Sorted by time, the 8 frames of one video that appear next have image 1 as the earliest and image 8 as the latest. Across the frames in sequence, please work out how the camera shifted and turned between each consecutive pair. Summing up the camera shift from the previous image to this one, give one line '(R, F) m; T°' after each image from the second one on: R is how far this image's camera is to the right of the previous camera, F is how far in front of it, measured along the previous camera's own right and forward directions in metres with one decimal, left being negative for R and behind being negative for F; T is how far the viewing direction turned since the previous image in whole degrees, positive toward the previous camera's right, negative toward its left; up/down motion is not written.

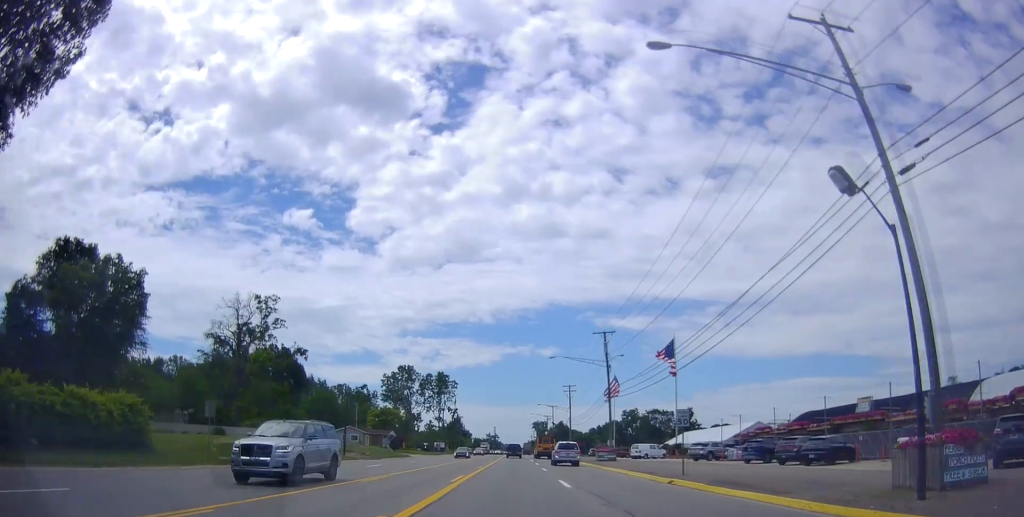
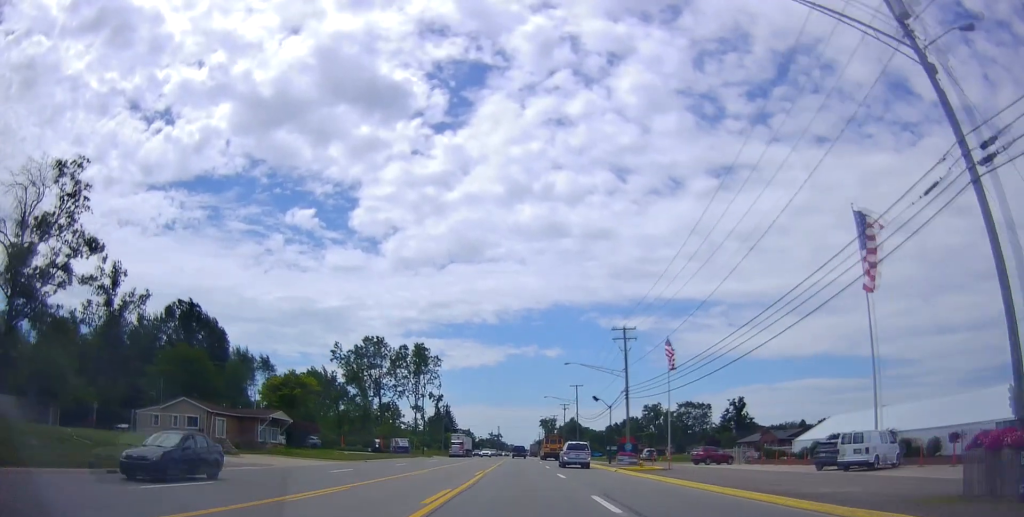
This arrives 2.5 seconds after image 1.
(+0.2, +53.2) m; +1°
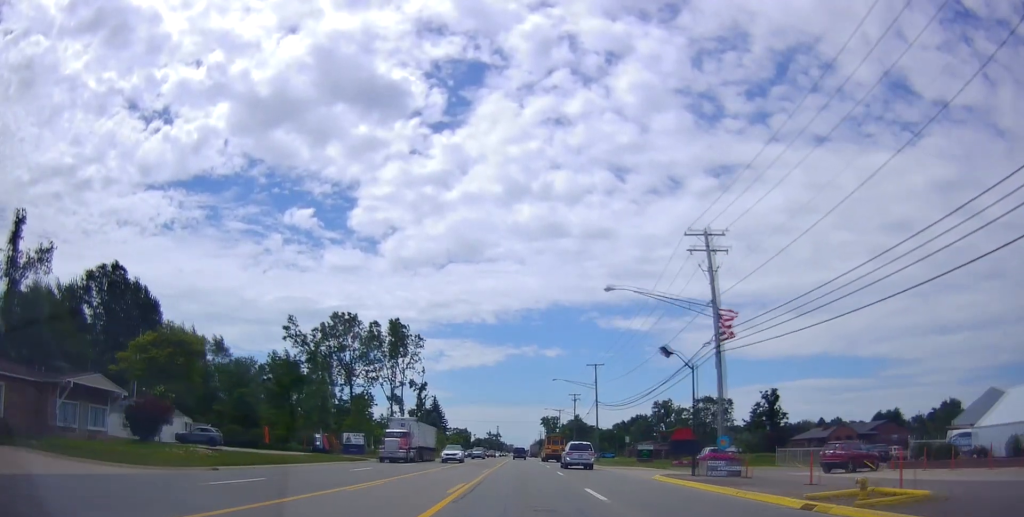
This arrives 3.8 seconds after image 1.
(-0.4, +26.7) m; 0°
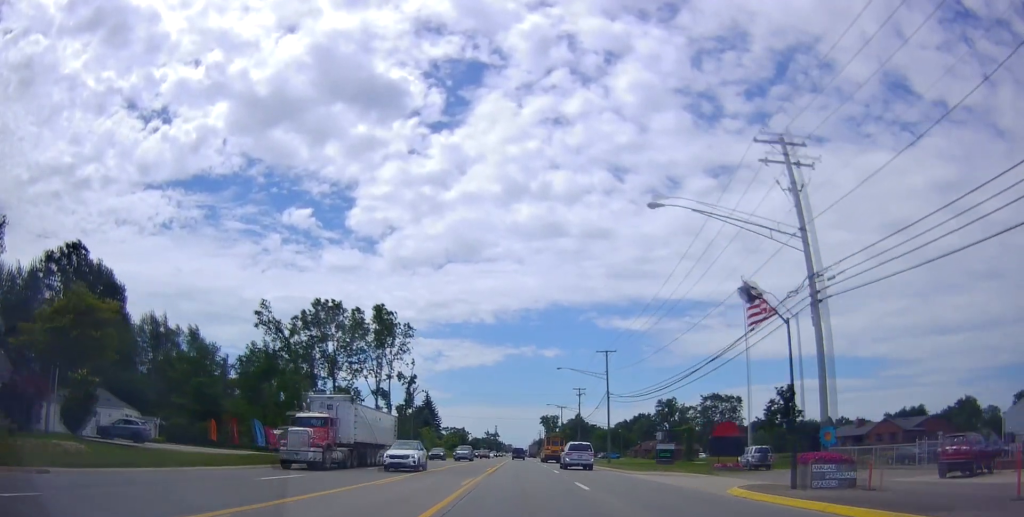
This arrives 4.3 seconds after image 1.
(+0.2, +11.2) m; +1°
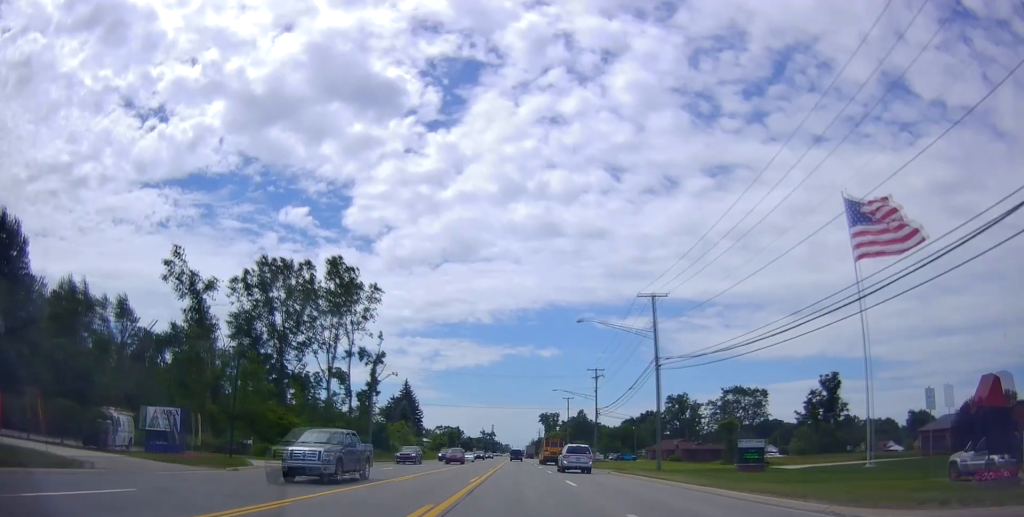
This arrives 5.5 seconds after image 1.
(+0.3, +26.1) m; 0°
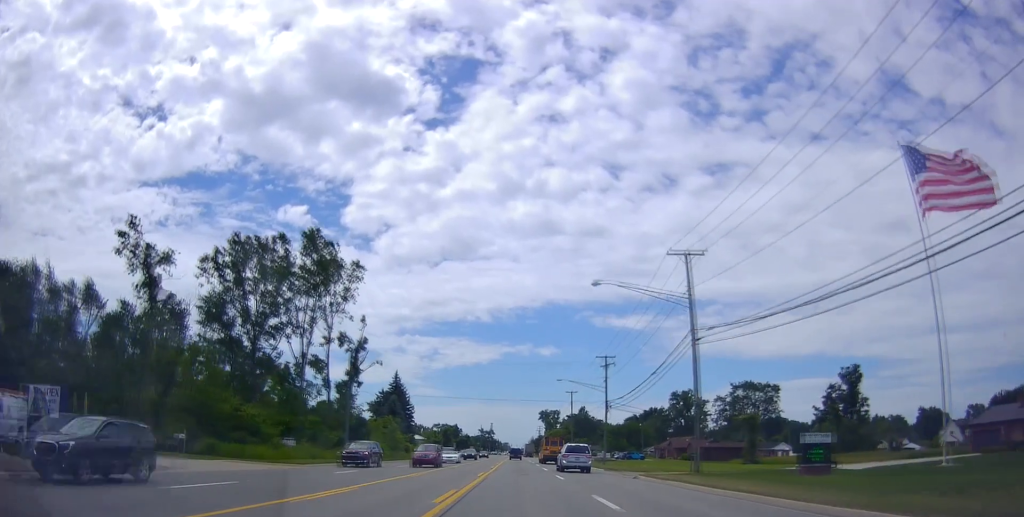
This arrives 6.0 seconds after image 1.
(0.0, +9.9) m; 0°
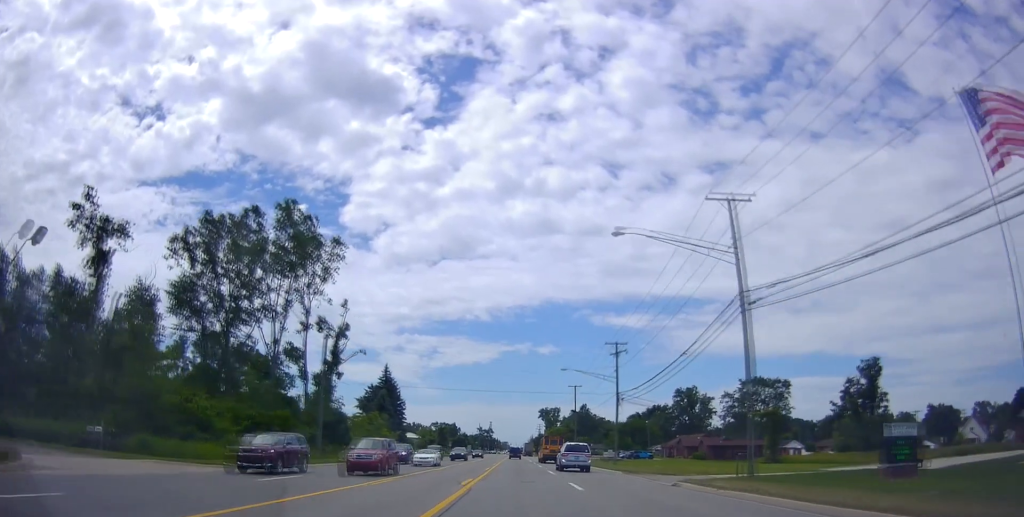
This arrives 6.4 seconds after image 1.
(-0.1, +8.5) m; 0°
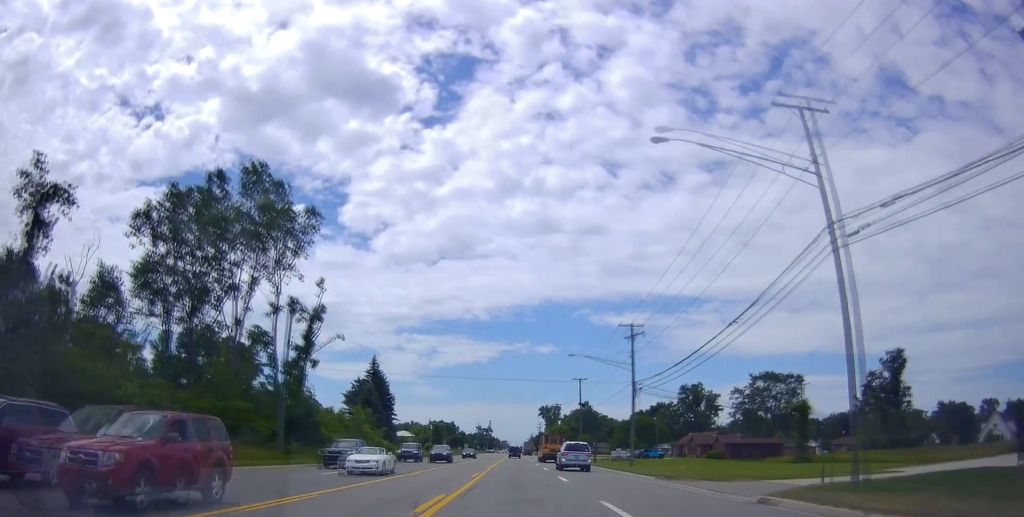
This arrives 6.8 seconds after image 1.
(-0.1, +9.2) m; 0°
